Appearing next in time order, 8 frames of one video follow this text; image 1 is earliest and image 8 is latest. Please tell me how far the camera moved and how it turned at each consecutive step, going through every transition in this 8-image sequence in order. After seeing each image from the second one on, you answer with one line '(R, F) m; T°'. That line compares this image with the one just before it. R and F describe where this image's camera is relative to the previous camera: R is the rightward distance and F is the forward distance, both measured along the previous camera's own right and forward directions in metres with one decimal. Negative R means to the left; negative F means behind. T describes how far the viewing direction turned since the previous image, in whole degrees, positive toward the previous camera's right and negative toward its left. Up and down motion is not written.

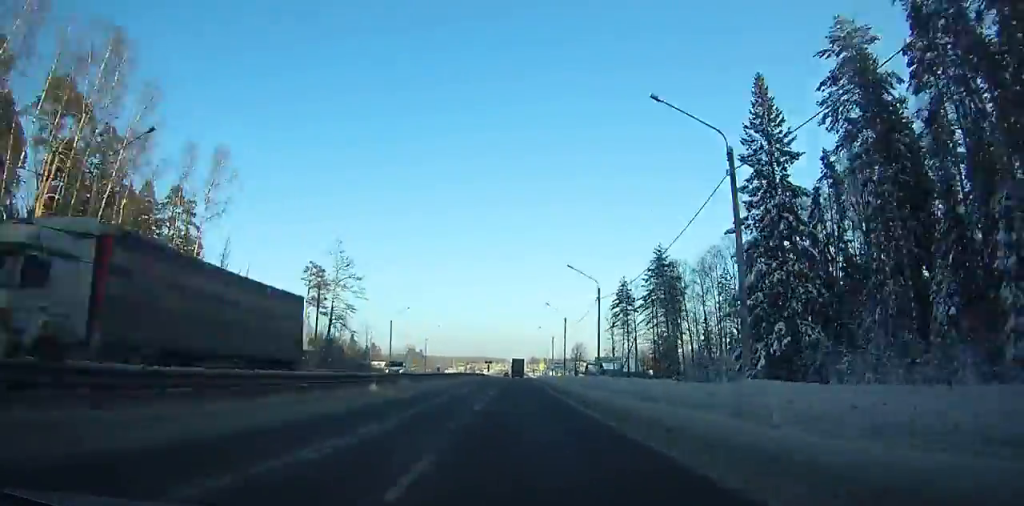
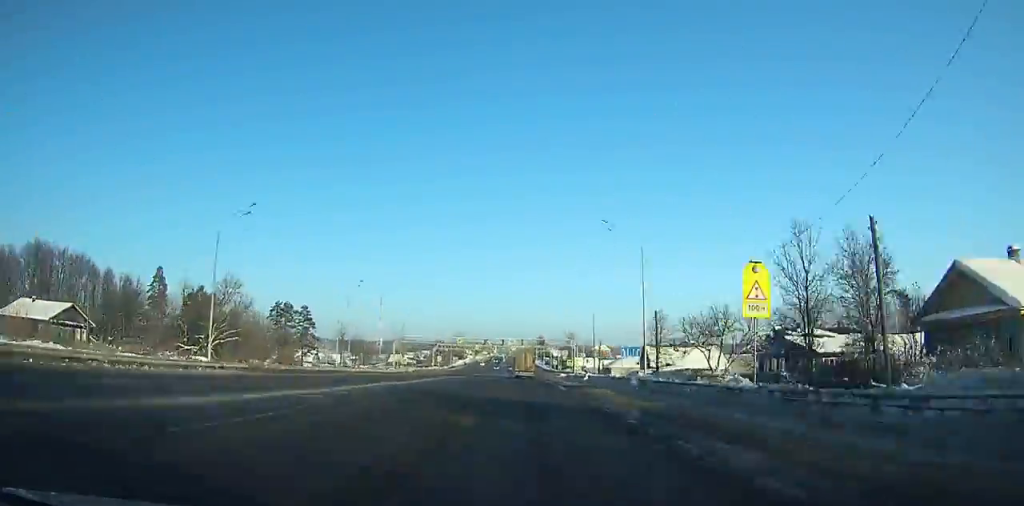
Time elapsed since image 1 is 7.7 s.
(0.0, +193.9) m; 0°
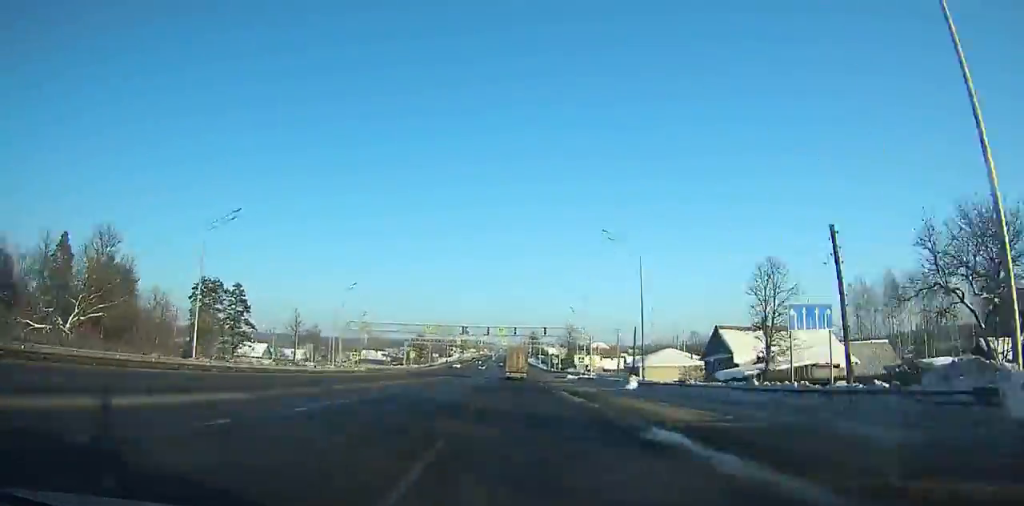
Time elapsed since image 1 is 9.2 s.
(0.0, +36.1) m; 0°
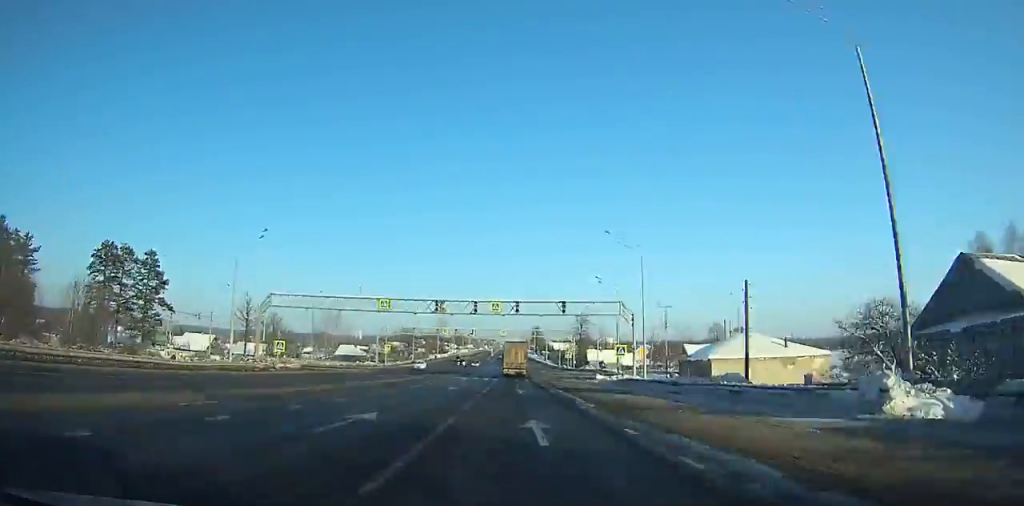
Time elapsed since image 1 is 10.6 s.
(0.0, +33.6) m; 0°
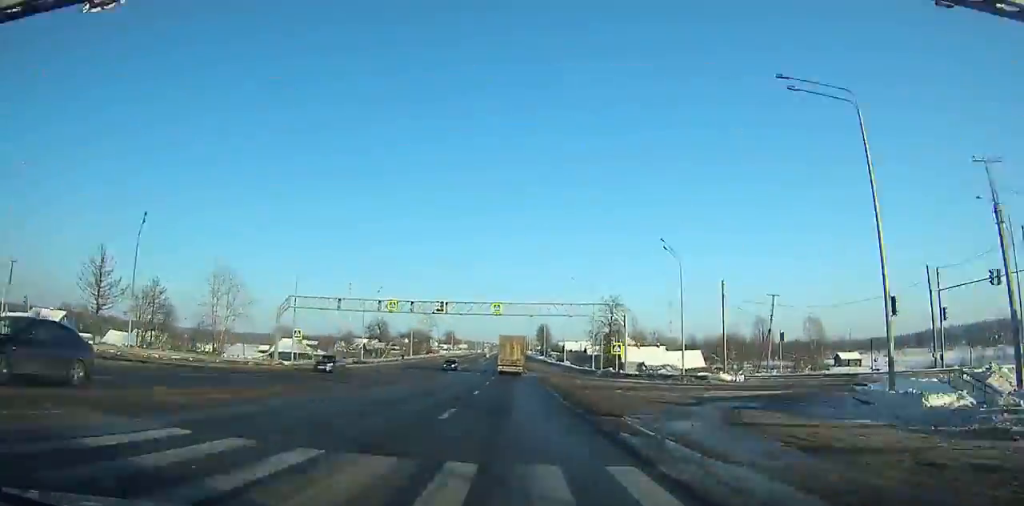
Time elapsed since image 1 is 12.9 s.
(-0.2, +55.2) m; 0°
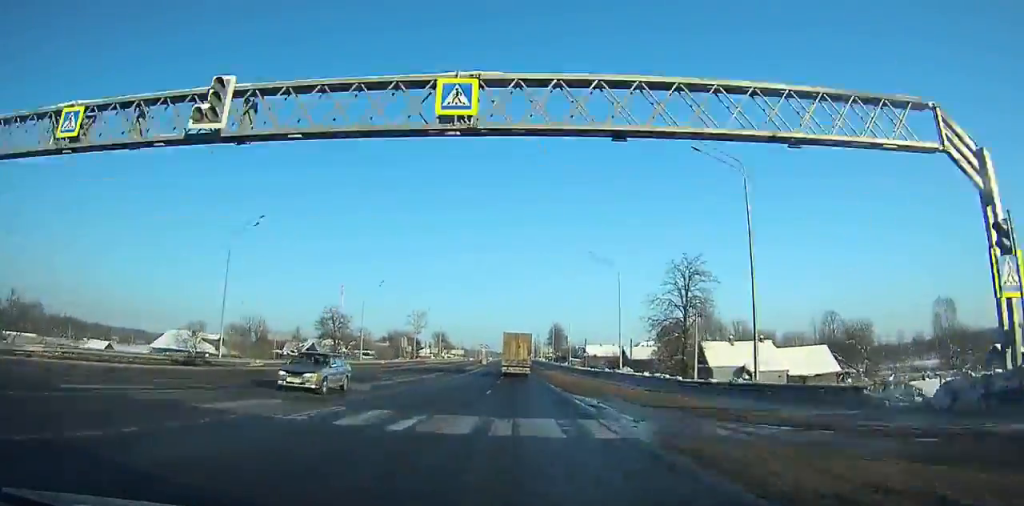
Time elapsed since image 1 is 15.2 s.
(+0.1, +53.6) m; 0°
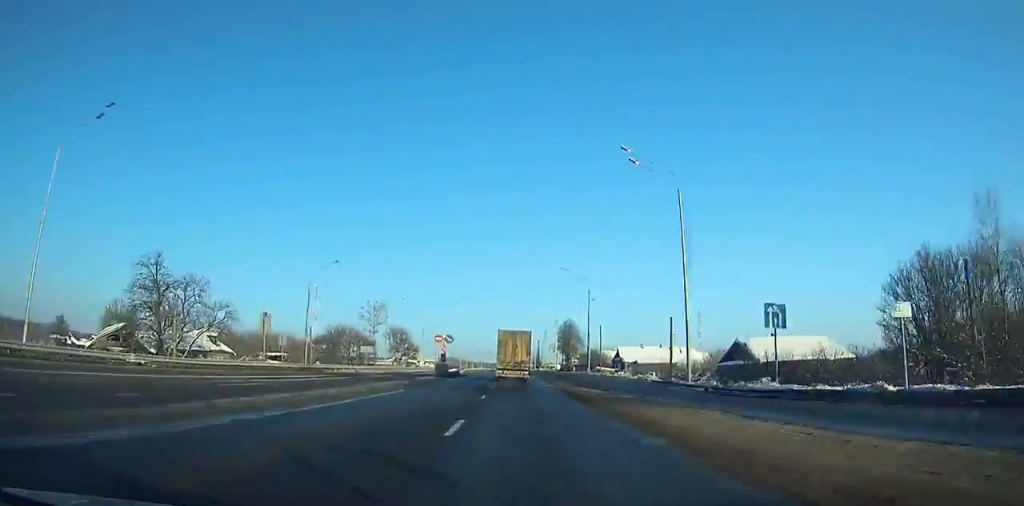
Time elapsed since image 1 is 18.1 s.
(+0.2, +65.3) m; 0°
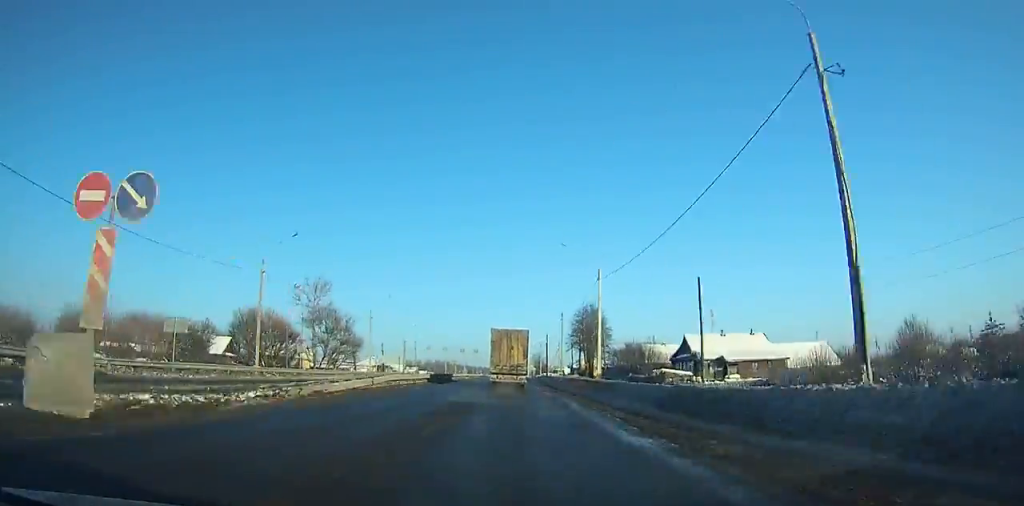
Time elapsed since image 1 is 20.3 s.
(0.0, +47.9) m; 0°
